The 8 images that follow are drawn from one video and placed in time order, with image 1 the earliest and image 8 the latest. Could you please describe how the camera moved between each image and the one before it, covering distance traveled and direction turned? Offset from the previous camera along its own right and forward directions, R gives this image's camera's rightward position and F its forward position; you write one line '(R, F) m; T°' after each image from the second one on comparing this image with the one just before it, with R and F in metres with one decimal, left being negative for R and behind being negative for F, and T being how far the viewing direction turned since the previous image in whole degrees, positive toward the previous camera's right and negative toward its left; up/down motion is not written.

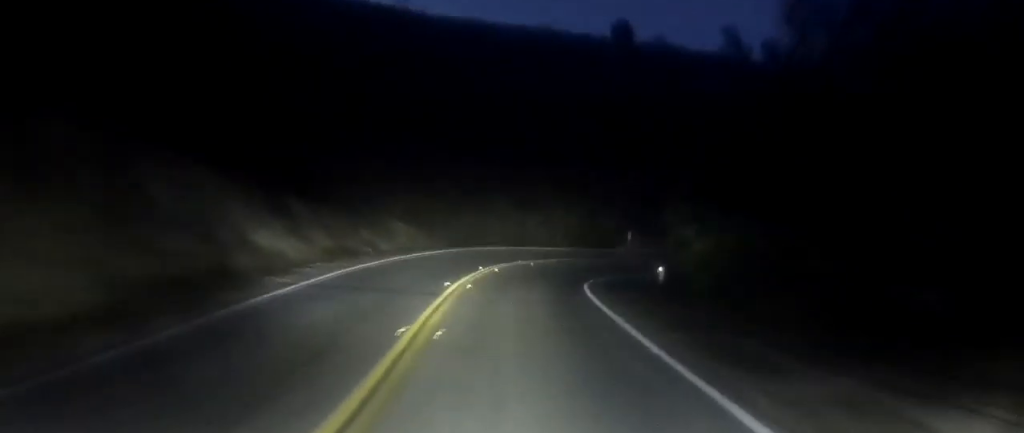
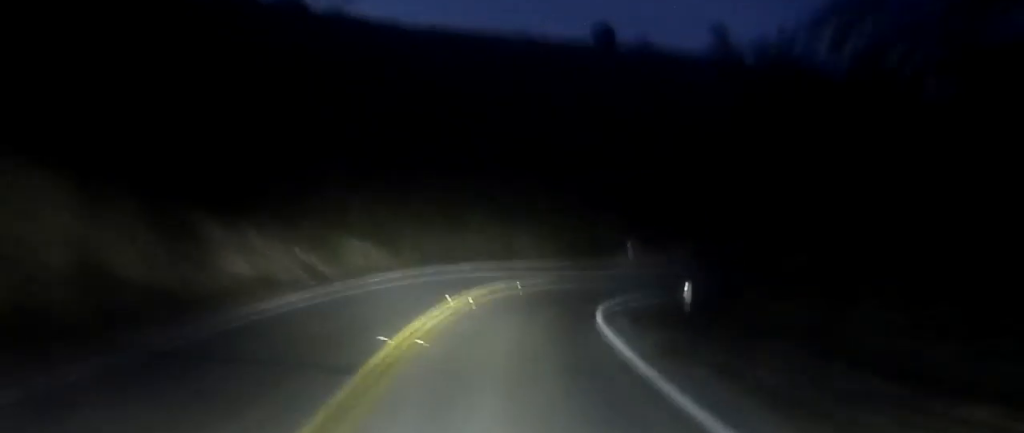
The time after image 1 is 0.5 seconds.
(+0.4, +6.0) m; +5°
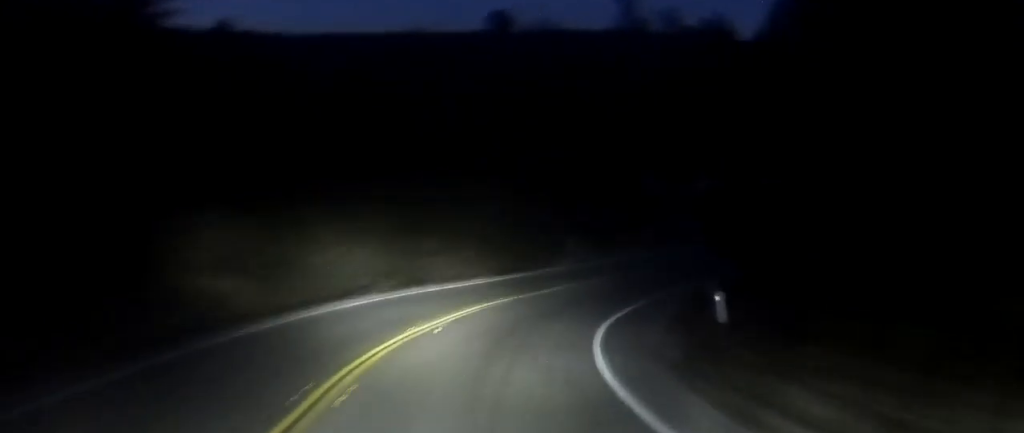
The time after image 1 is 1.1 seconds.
(+0.2, +8.5) m; +7°
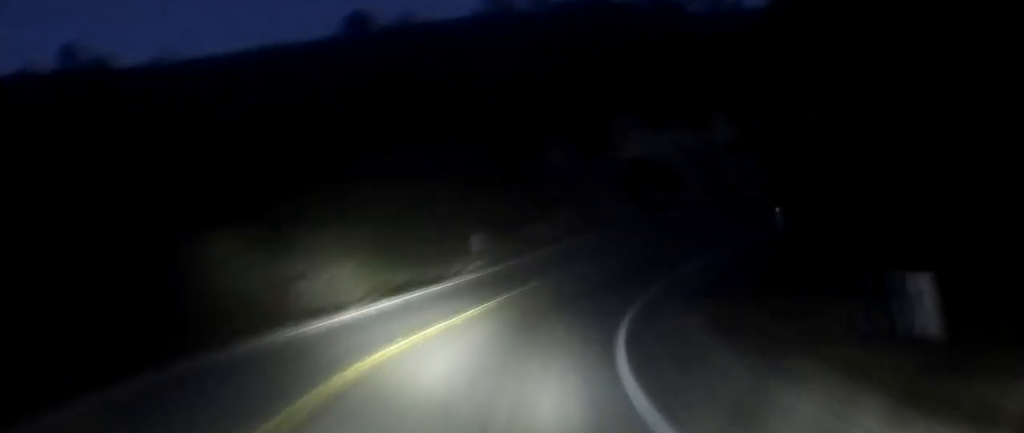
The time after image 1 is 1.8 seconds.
(+0.9, +8.5) m; +5°
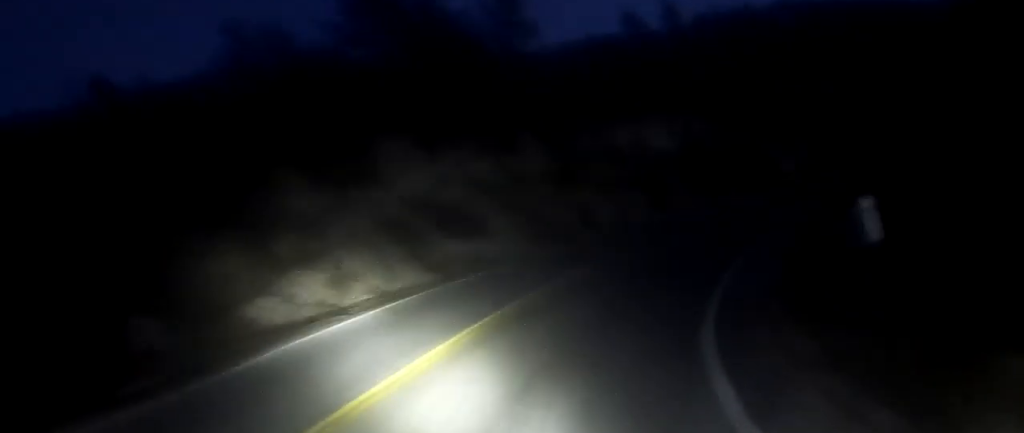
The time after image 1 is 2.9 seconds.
(+0.5, +12.9) m; +17°
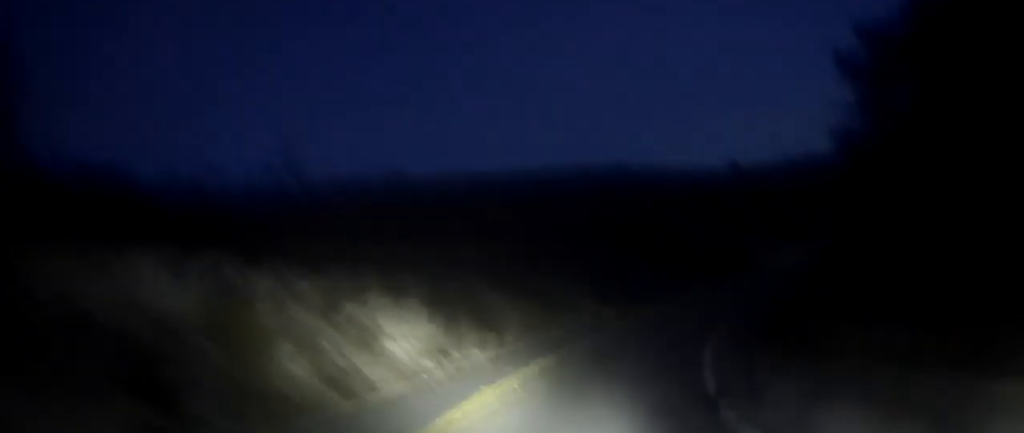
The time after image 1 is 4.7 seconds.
(+7.7, +12.9) m; +55°
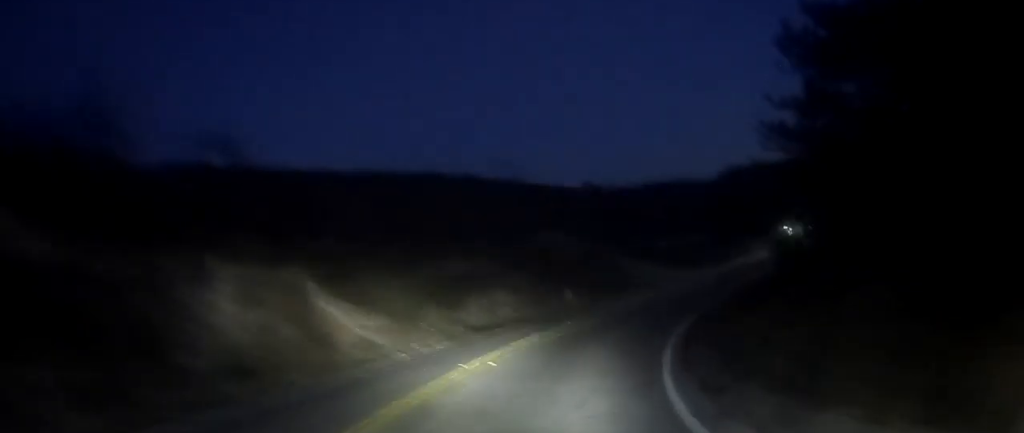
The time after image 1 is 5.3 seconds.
(+0.7, +5.2) m; +14°
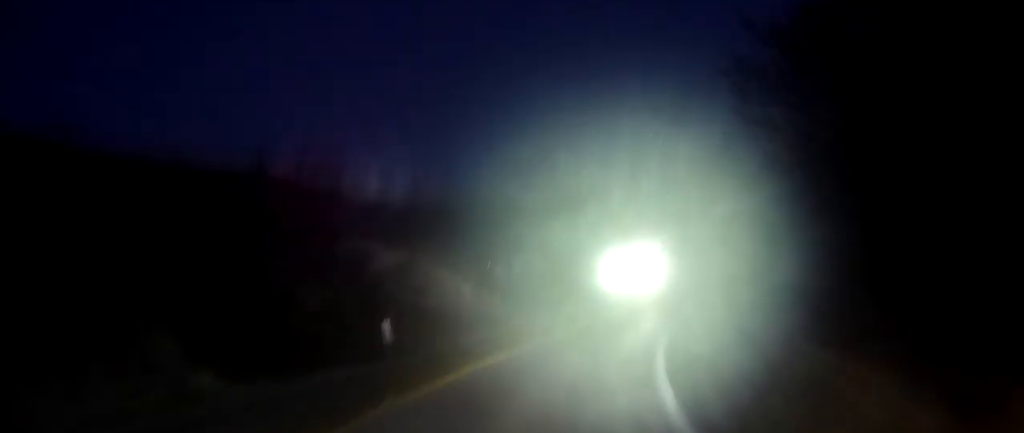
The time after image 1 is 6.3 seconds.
(+1.5, +9.2) m; +15°
